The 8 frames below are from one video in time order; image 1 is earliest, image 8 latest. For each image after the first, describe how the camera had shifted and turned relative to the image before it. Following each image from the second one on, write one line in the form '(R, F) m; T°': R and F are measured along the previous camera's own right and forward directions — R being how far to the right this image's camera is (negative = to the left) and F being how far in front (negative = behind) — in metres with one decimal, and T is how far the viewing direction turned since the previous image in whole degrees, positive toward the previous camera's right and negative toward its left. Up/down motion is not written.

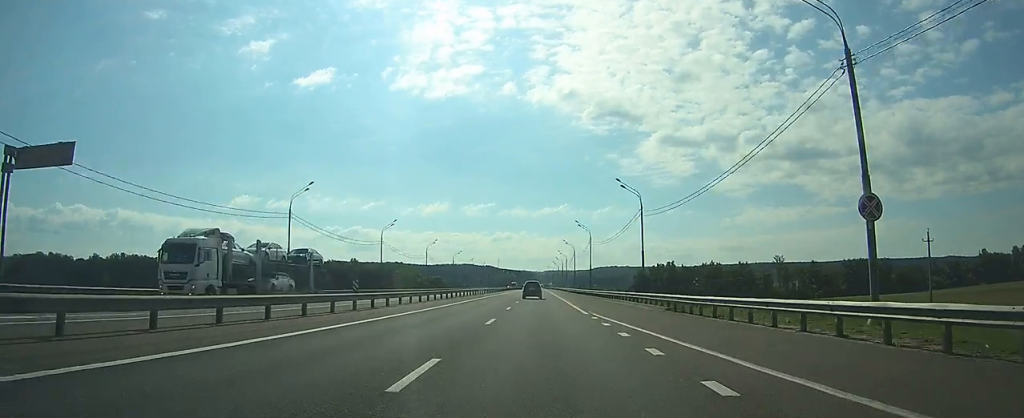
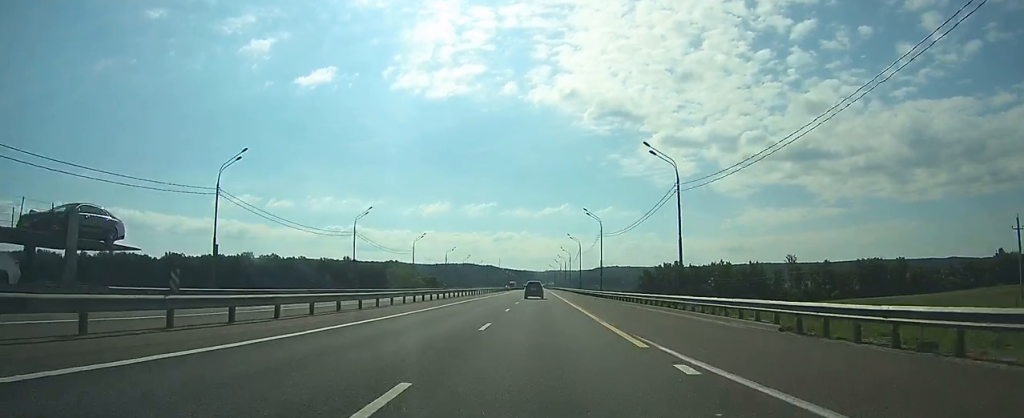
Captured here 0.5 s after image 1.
(+0.1, +14.3) m; 0°
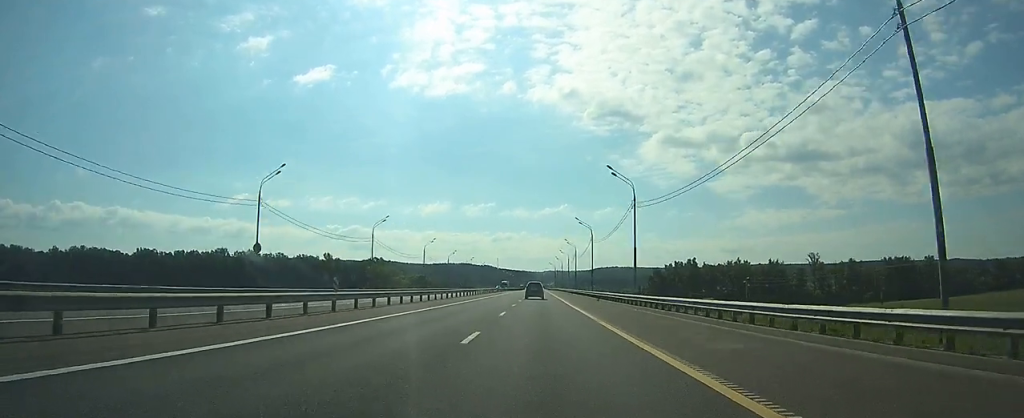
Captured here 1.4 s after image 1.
(-0.2, +27.6) m; -1°
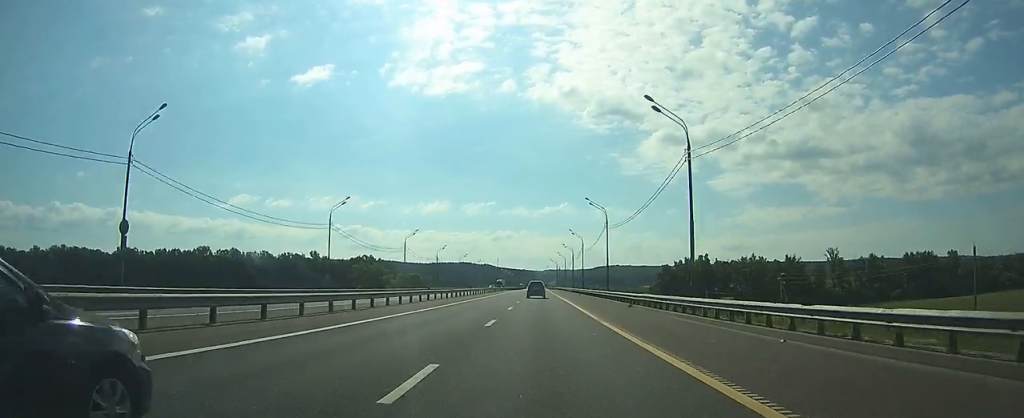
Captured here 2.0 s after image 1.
(-0.2, +18.4) m; -1°
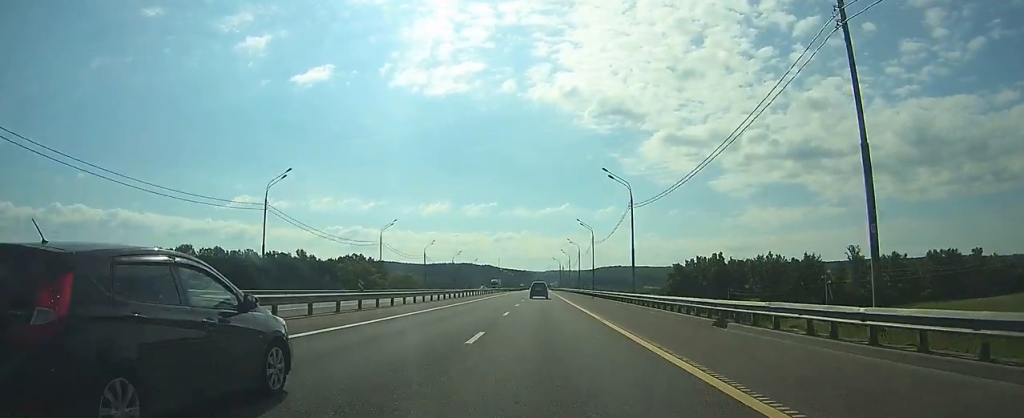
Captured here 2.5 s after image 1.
(-0.4, +17.4) m; -1°
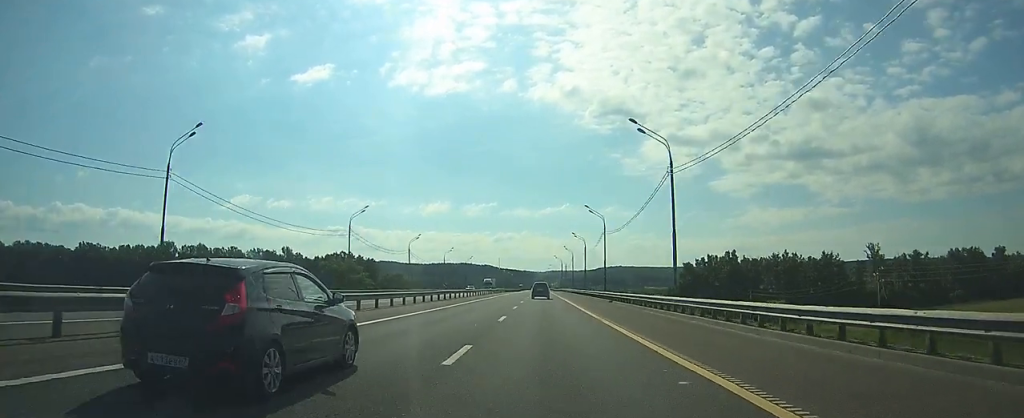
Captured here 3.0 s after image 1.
(-0.1, +15.3) m; 0°
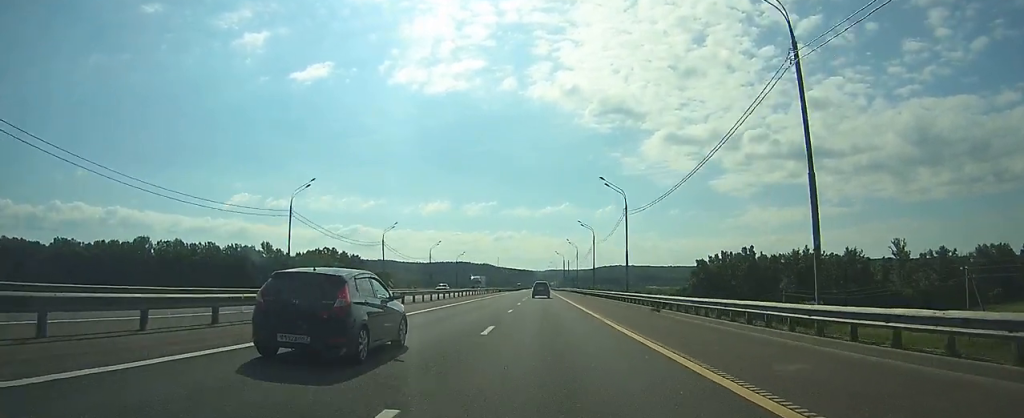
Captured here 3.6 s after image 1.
(-0.1, +18.4) m; +1°
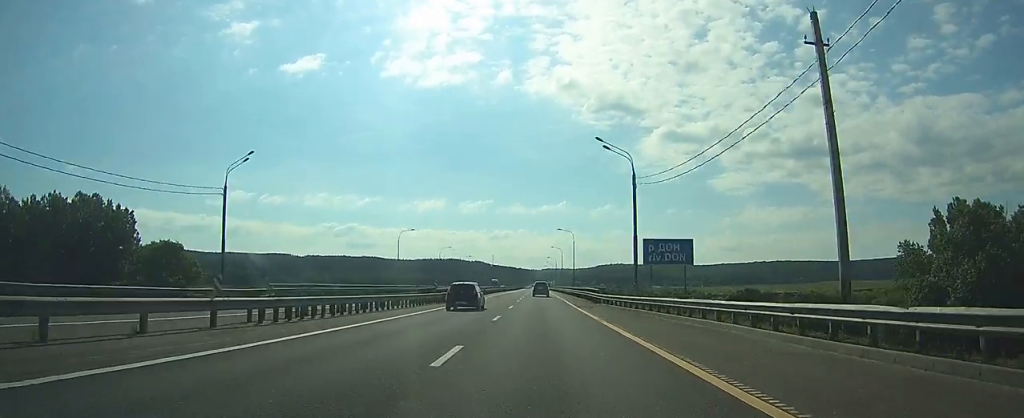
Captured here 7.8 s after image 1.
(+4.4, +125.2) m; +2°
